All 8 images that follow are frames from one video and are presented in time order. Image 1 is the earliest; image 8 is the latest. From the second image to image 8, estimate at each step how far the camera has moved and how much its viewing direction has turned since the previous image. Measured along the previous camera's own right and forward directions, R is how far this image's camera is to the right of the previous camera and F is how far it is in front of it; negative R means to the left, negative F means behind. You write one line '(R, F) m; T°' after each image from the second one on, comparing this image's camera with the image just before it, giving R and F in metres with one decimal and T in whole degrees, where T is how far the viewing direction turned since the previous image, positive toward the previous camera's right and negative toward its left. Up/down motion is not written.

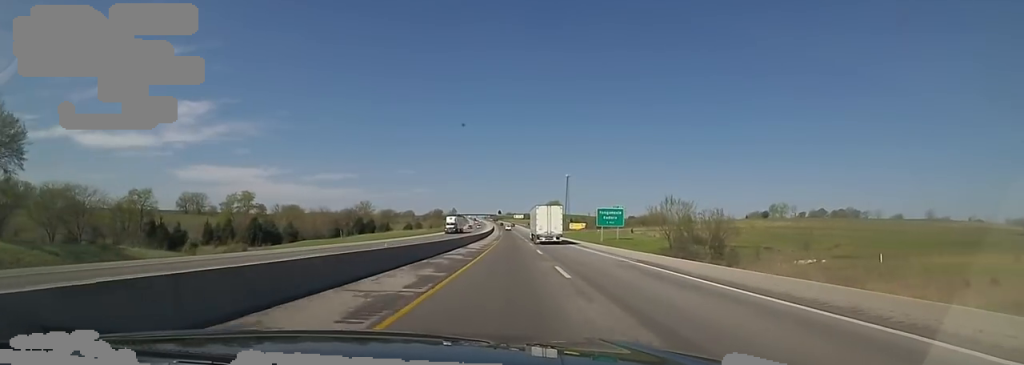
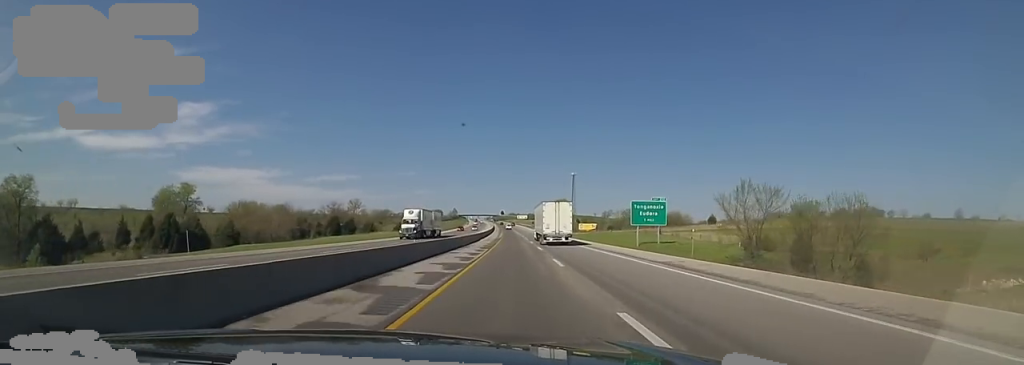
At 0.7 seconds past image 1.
(+0.7, +26.5) m; +1°
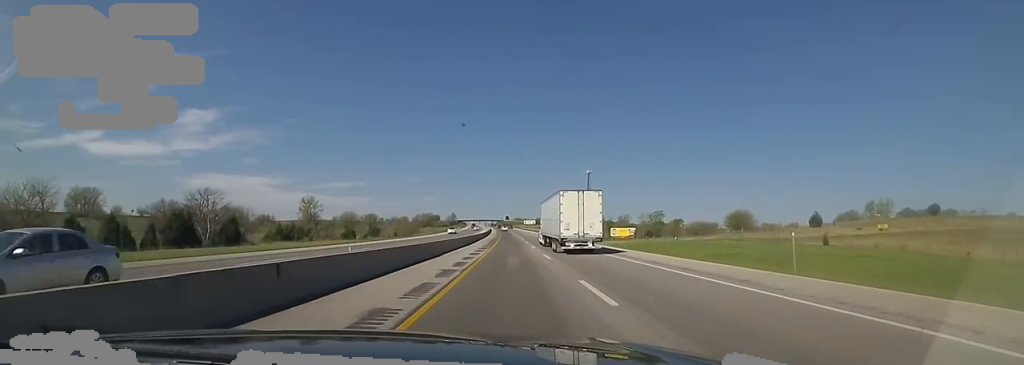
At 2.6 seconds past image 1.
(-2.4, +70.0) m; -2°
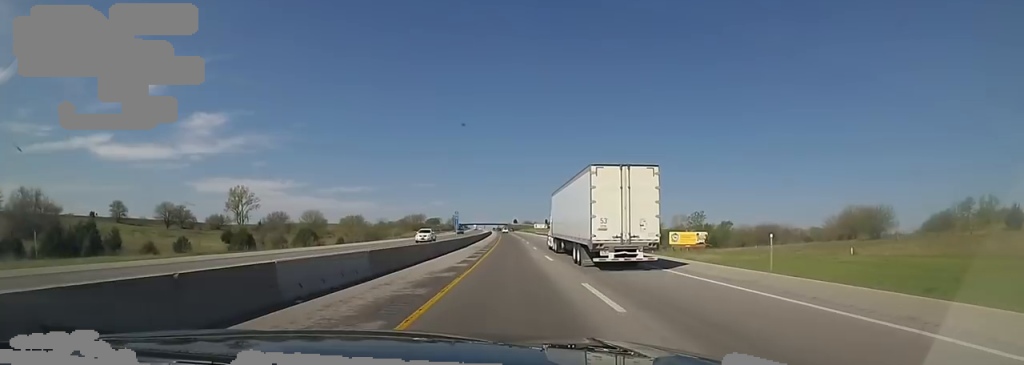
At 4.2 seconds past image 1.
(+0.4, +61.1) m; -1°
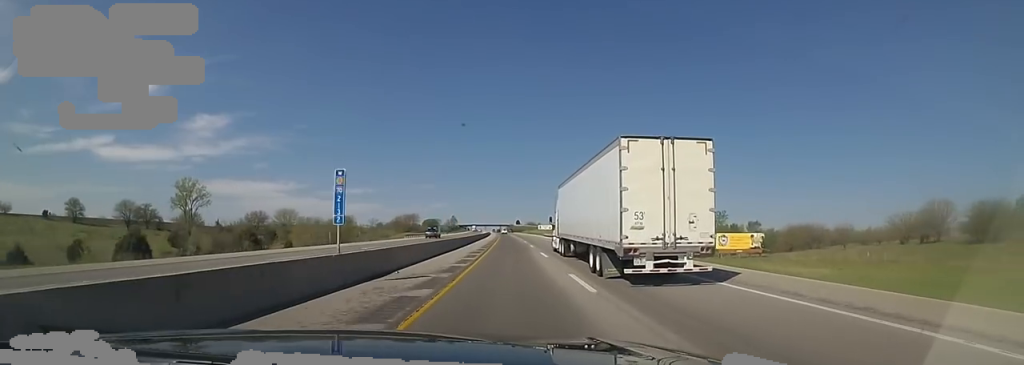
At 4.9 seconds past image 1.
(-0.4, +27.2) m; -1°
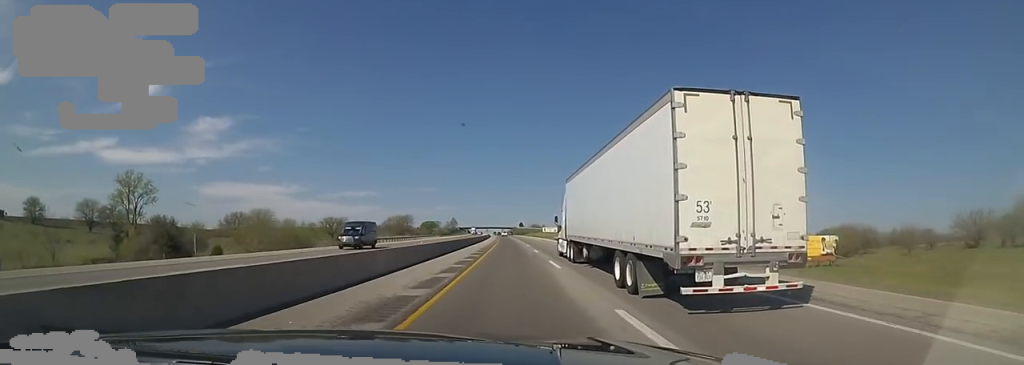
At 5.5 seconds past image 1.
(-0.4, +22.1) m; +1°
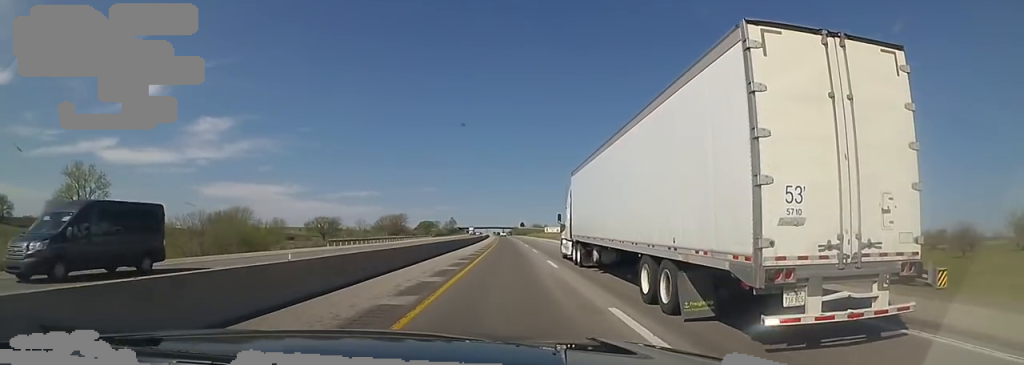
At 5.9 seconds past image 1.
(+0.2, +14.6) m; 0°
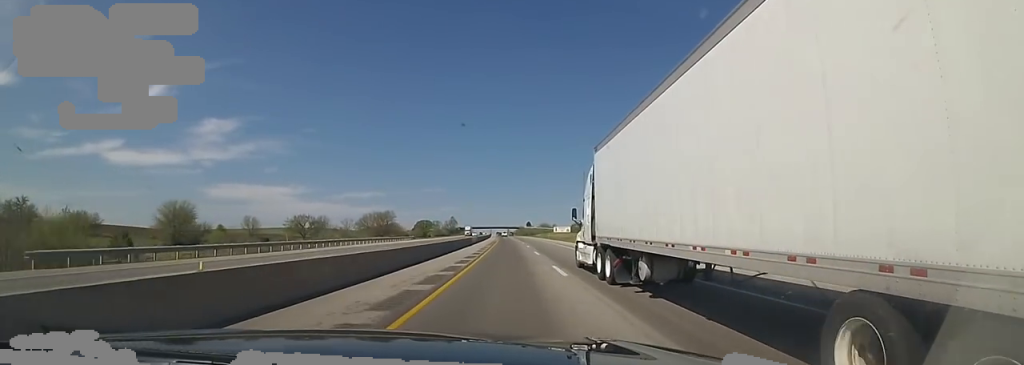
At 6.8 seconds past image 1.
(+0.8, +32.6) m; 0°
